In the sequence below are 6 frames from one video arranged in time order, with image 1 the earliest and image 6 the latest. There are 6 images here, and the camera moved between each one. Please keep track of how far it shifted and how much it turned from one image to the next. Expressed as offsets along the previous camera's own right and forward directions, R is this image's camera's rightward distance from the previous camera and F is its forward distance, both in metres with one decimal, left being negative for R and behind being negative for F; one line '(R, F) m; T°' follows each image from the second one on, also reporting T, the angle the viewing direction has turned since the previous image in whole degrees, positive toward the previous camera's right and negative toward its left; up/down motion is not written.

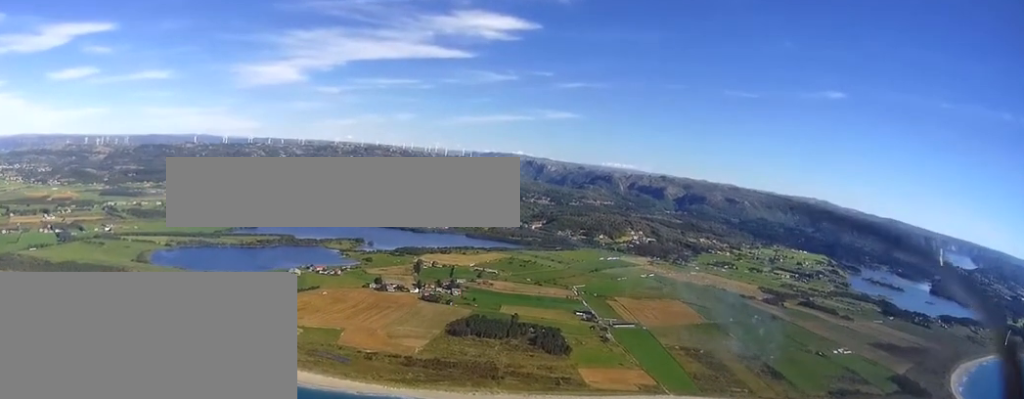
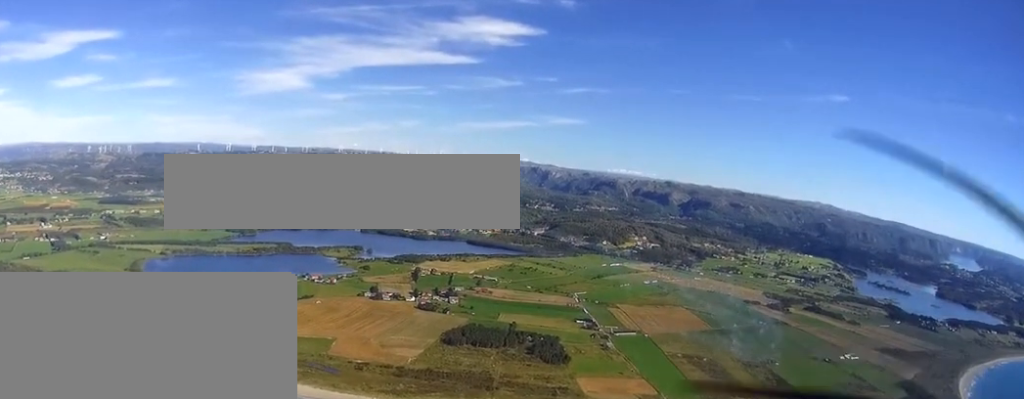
(-0.1, +41.6) m; 0°
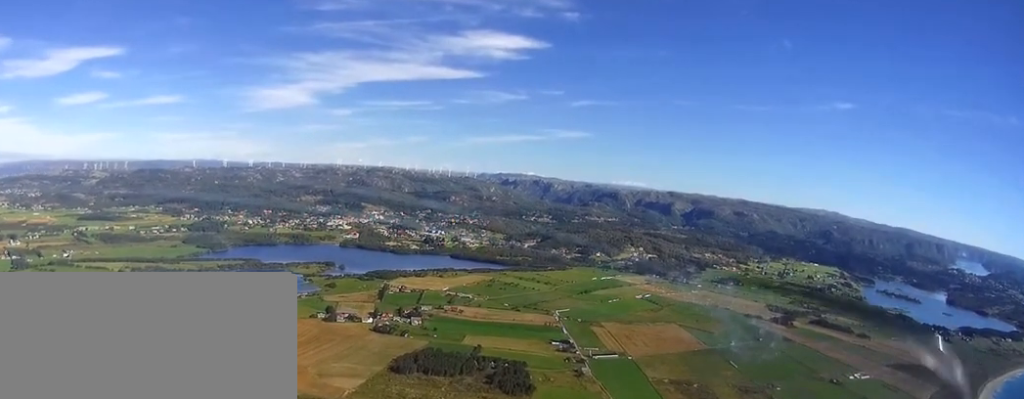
(-0.3, +174.6) m; 0°
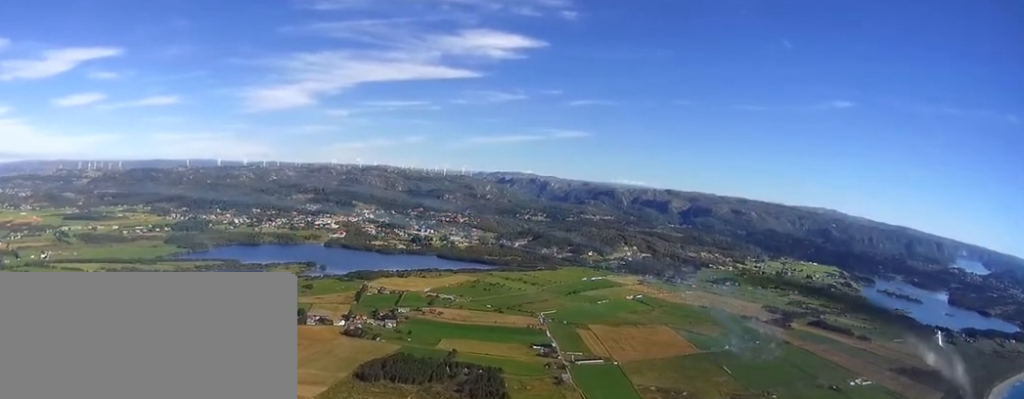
(+0.1, +84.4) m; 0°
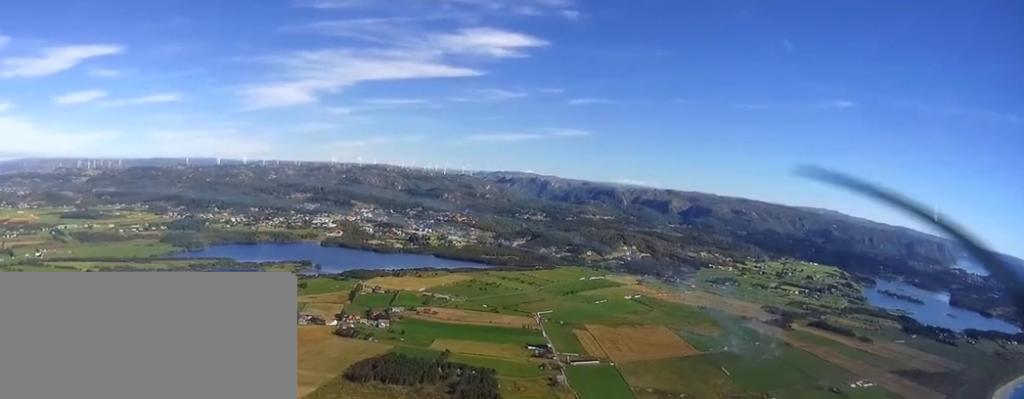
(0.0, +24.0) m; 0°
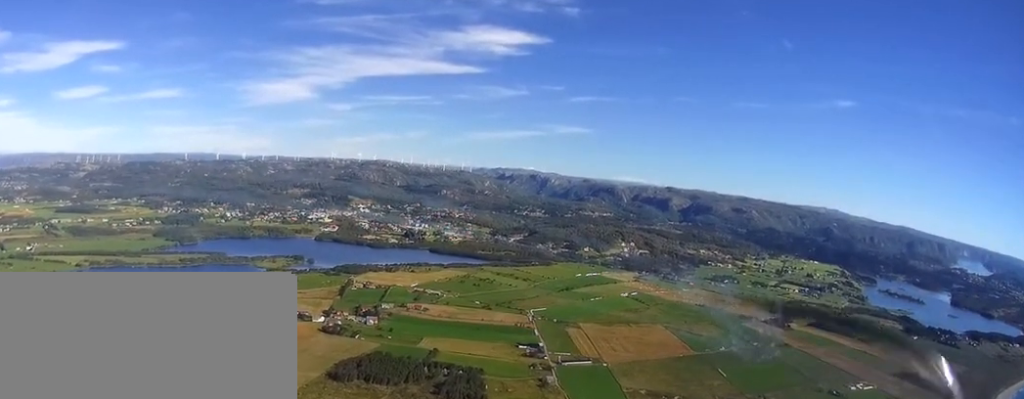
(0.0, +35.9) m; 0°
